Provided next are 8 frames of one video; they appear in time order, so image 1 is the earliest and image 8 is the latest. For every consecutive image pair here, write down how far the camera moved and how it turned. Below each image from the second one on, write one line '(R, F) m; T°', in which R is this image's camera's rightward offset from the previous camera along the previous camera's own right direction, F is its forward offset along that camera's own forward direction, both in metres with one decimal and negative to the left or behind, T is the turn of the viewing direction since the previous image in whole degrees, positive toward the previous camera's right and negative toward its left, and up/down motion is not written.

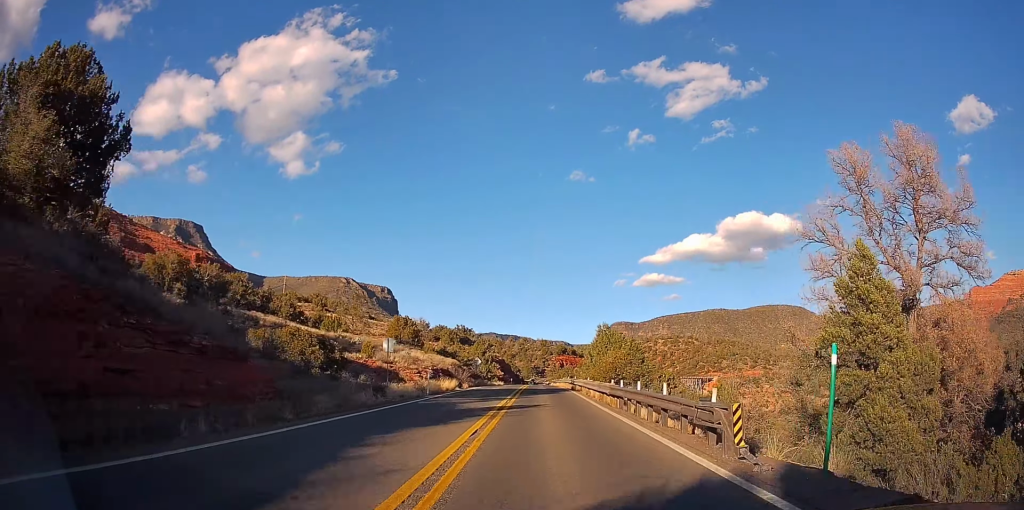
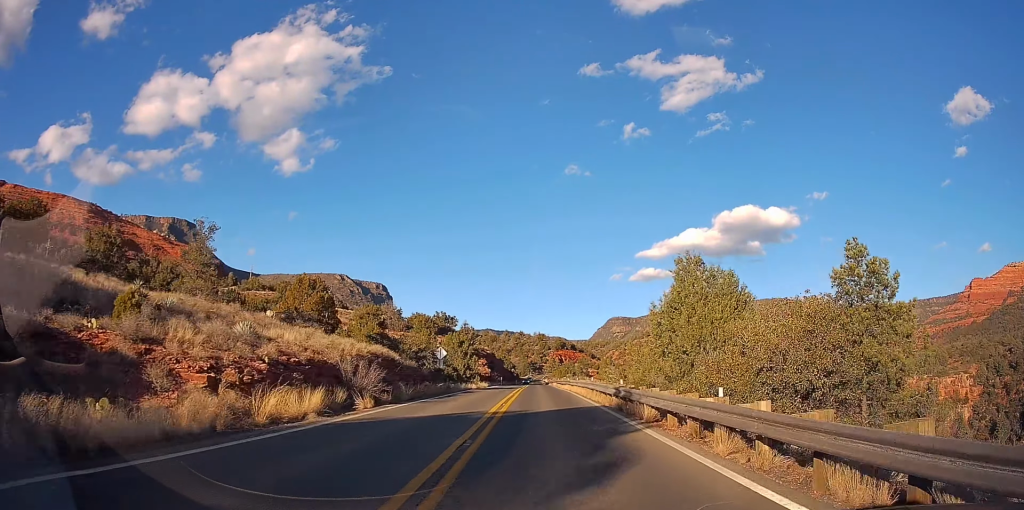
(-0.5, +27.1) m; -1°
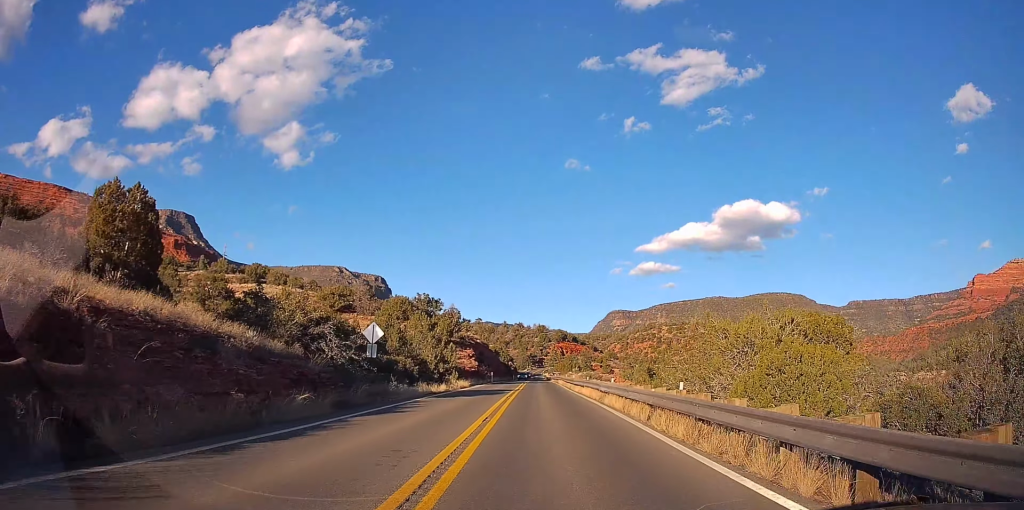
(+0.2, +20.5) m; 0°
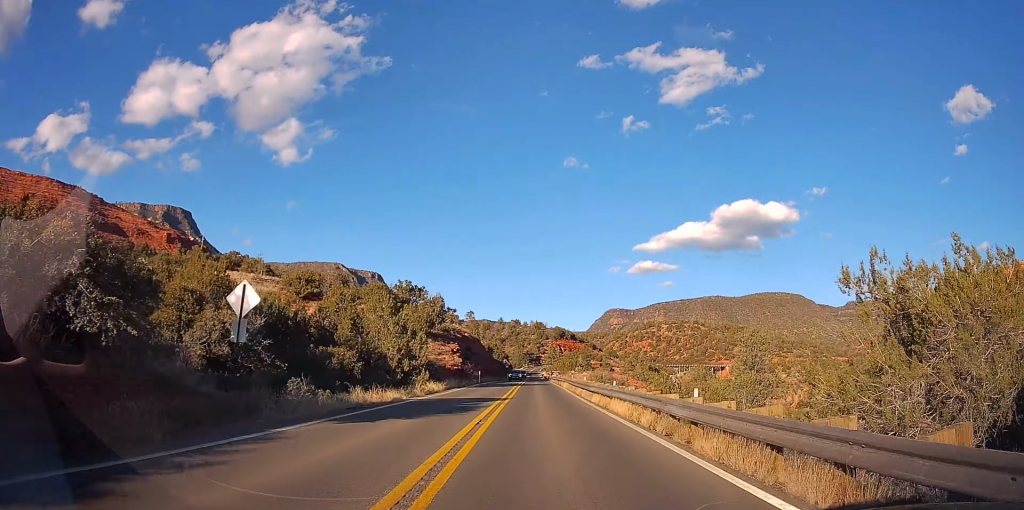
(-0.3, +13.1) m; 0°
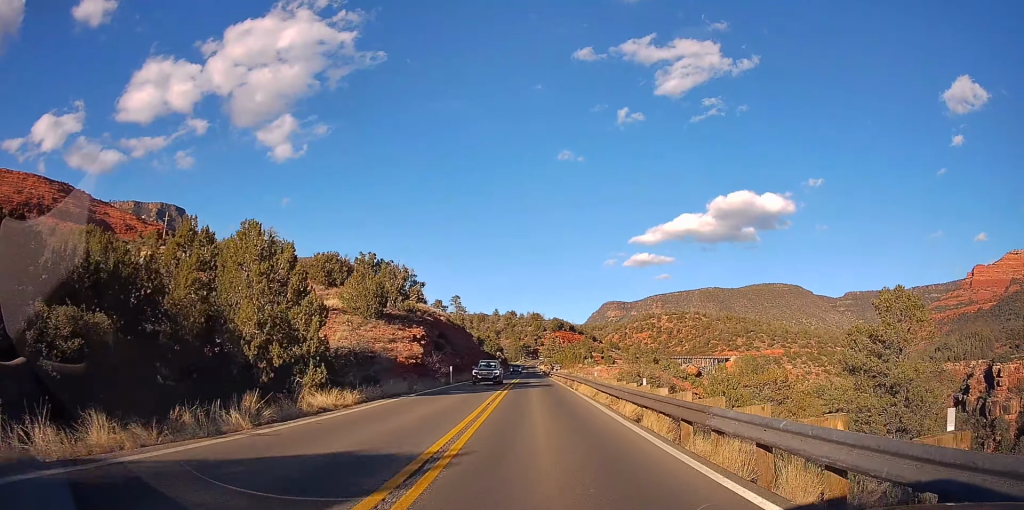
(+0.2, +18.9) m; 0°
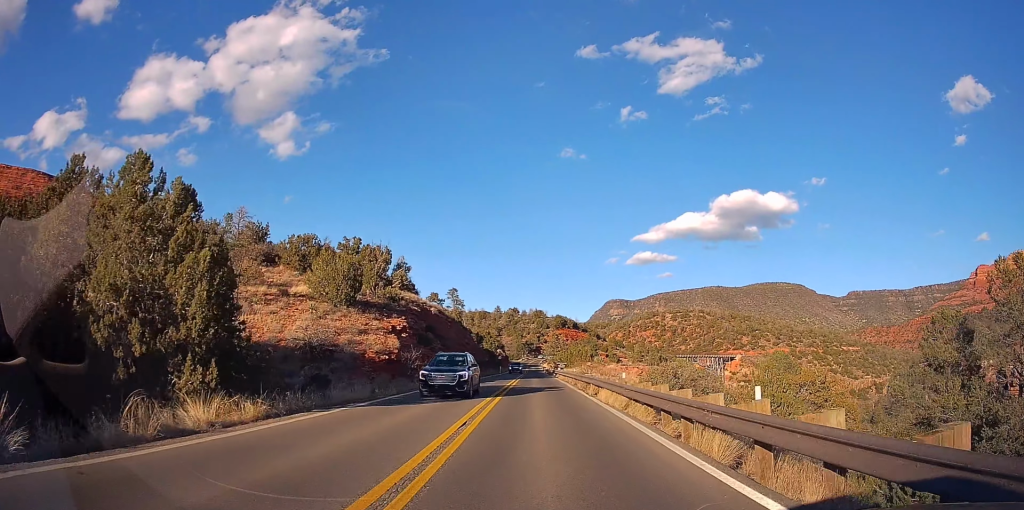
(-0.2, +7.6) m; 0°
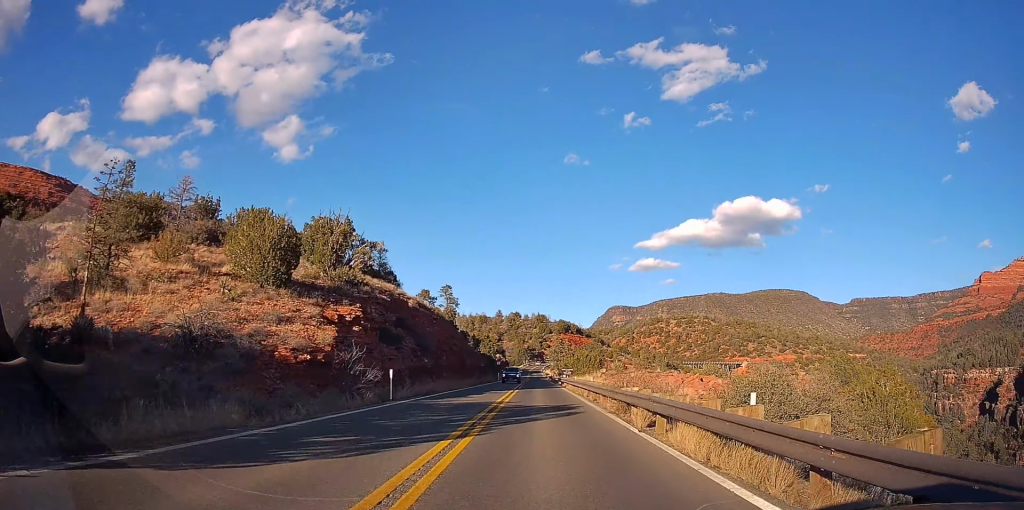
(-0.1, +11.1) m; 0°
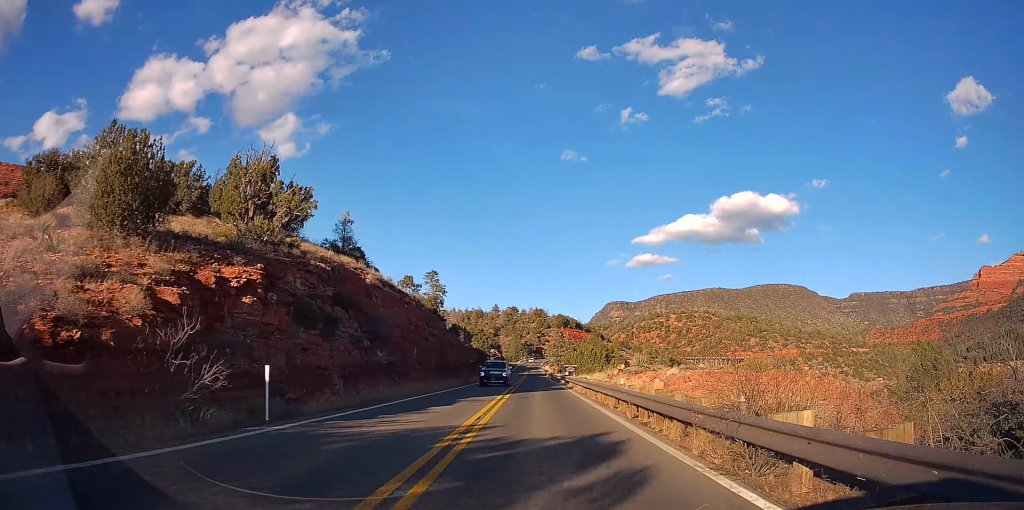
(+0.2, +11.0) m; 0°
